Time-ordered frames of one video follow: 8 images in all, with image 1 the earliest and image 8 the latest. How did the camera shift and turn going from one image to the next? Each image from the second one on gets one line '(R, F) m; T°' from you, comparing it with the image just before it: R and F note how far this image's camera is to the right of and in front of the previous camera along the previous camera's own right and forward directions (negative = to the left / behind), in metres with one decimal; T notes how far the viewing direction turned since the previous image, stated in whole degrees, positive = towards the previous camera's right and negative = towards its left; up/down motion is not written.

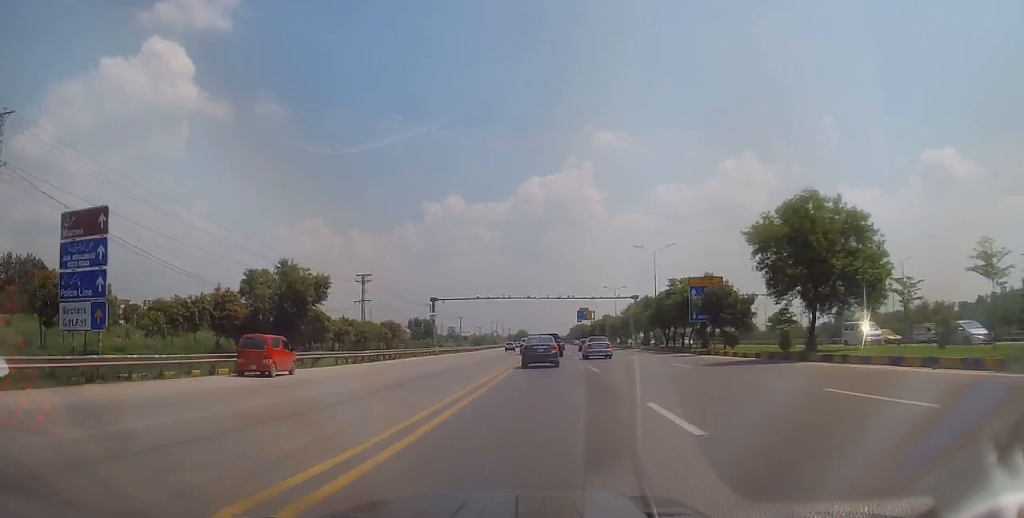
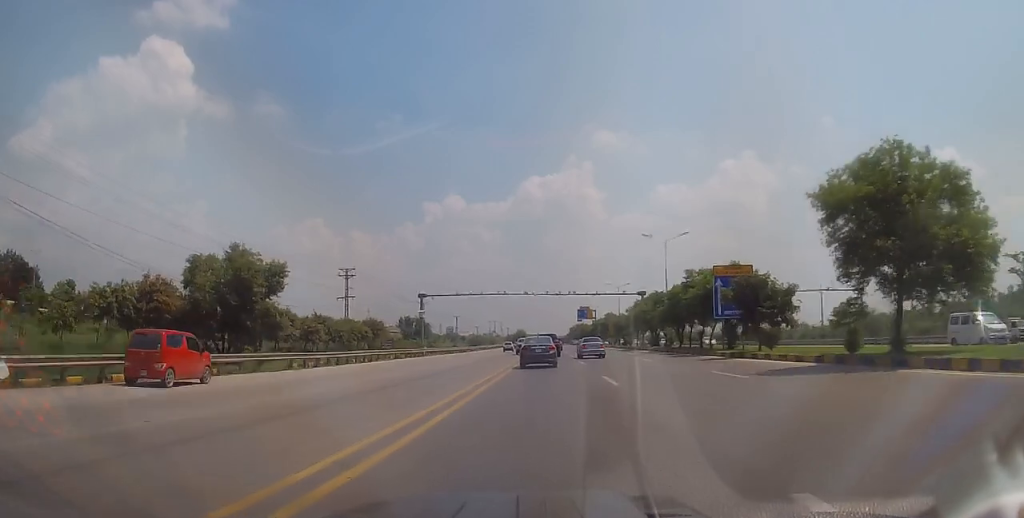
(+0.2, +7.1) m; 0°
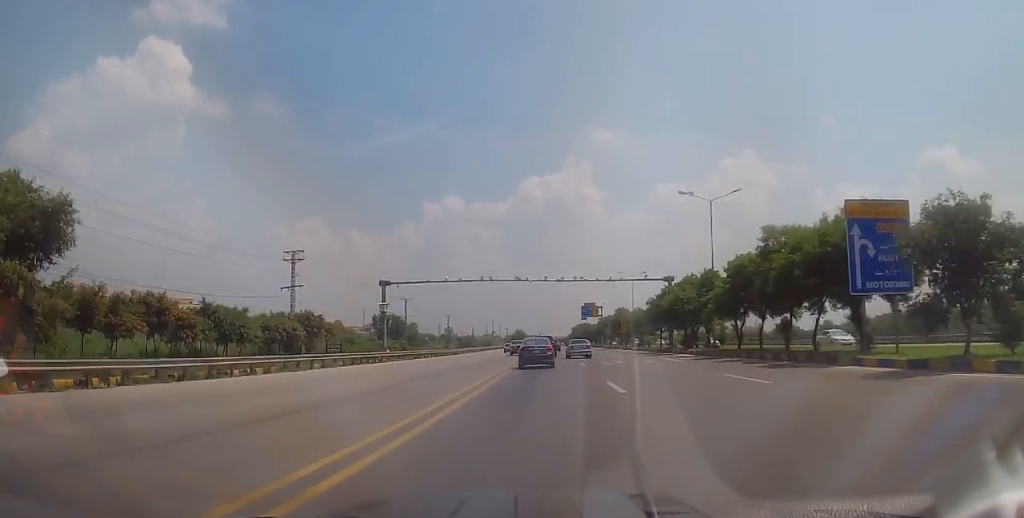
(-0.4, +17.9) m; -2°
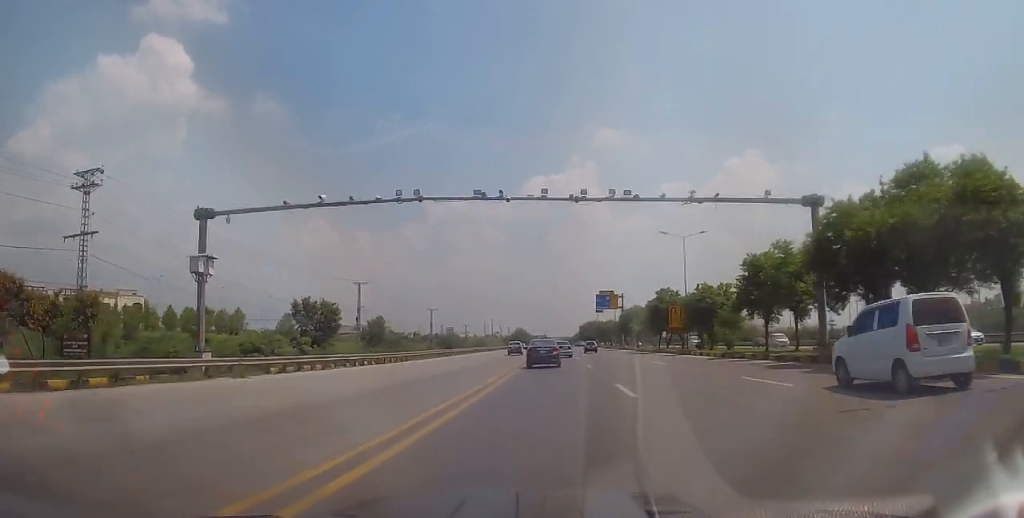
(+0.8, +33.2) m; +1°
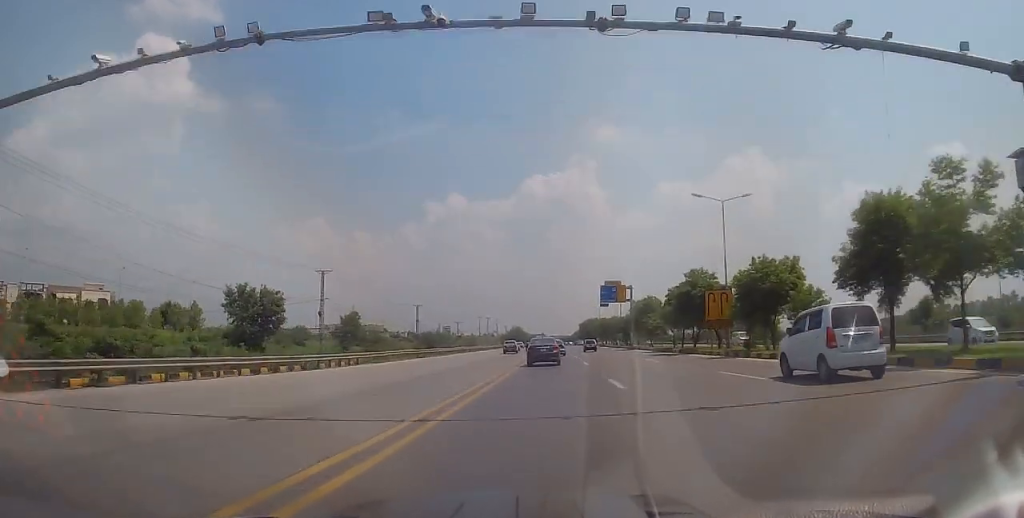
(-0.8, +14.0) m; 0°
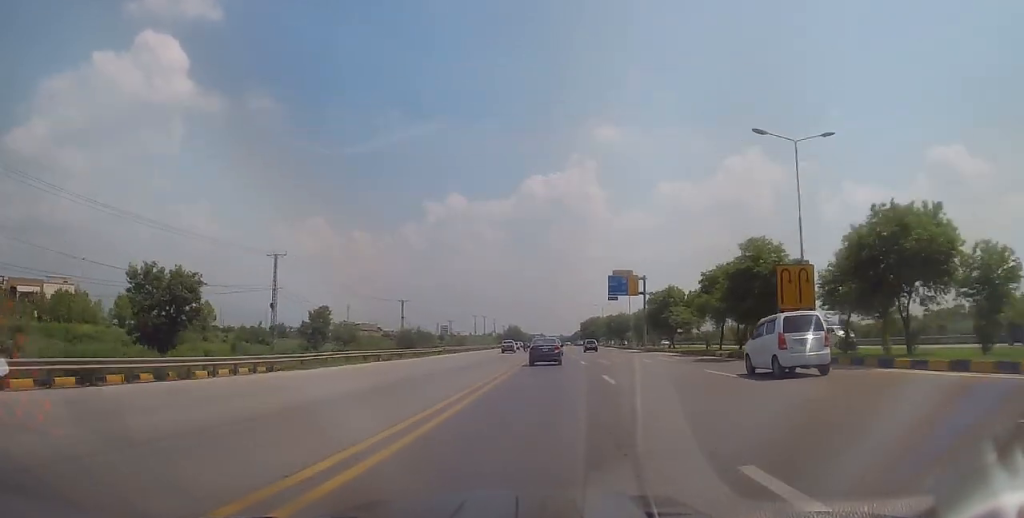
(+0.5, +13.4) m; +1°
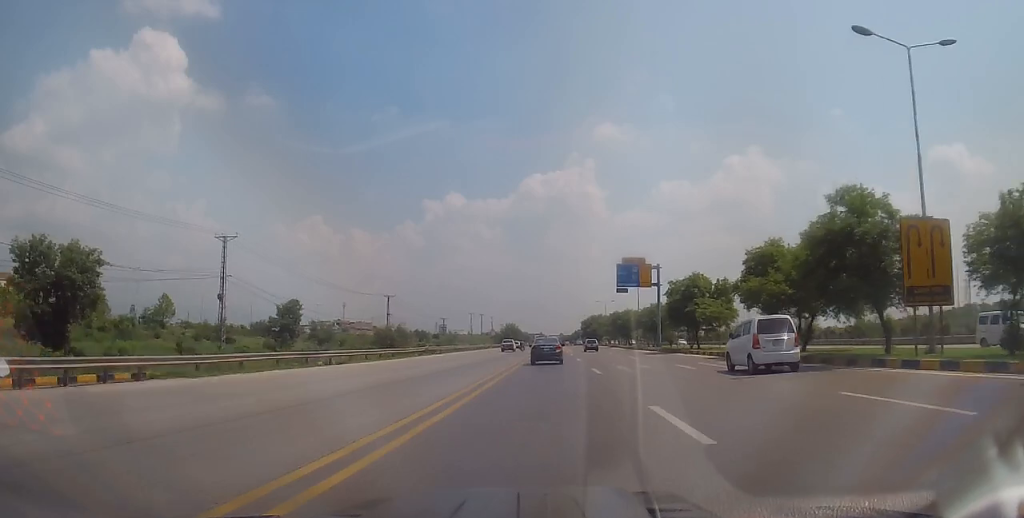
(+0.1, +10.9) m; 0°
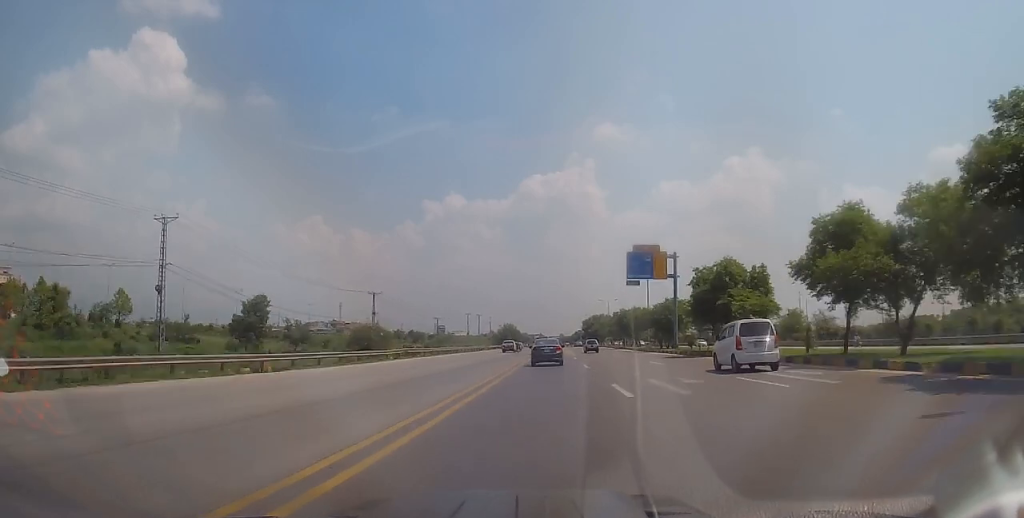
(-0.2, +9.3) m; -1°
